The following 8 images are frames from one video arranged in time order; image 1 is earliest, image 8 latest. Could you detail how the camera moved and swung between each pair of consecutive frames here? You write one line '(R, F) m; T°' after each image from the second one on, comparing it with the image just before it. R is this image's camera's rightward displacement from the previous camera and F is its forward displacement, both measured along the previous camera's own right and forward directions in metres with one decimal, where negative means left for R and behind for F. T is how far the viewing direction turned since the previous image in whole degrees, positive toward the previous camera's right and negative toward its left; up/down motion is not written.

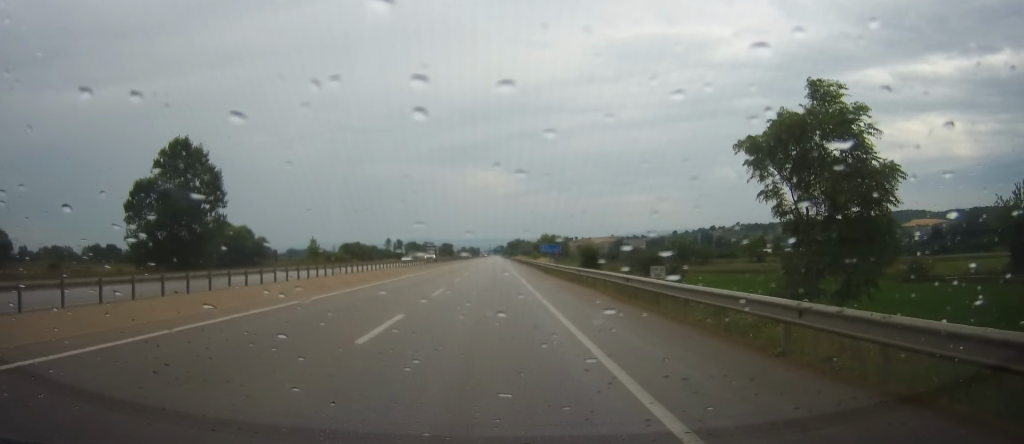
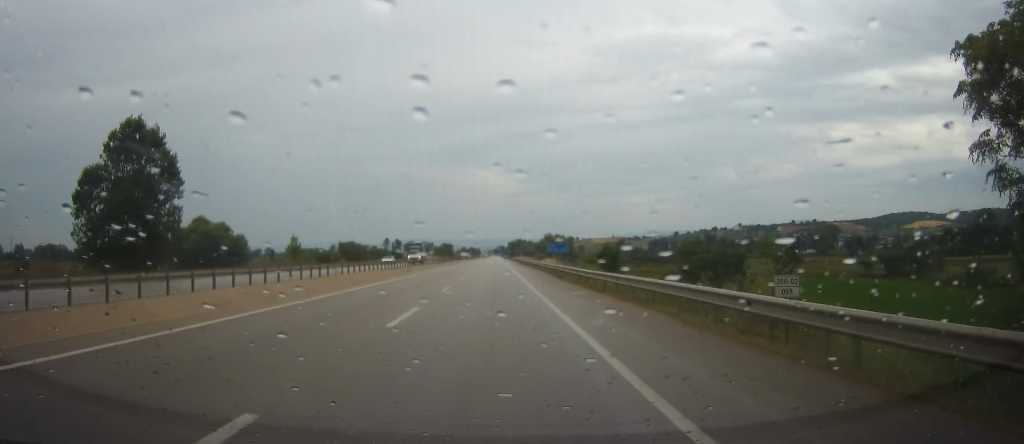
(0.0, +10.1) m; 0°
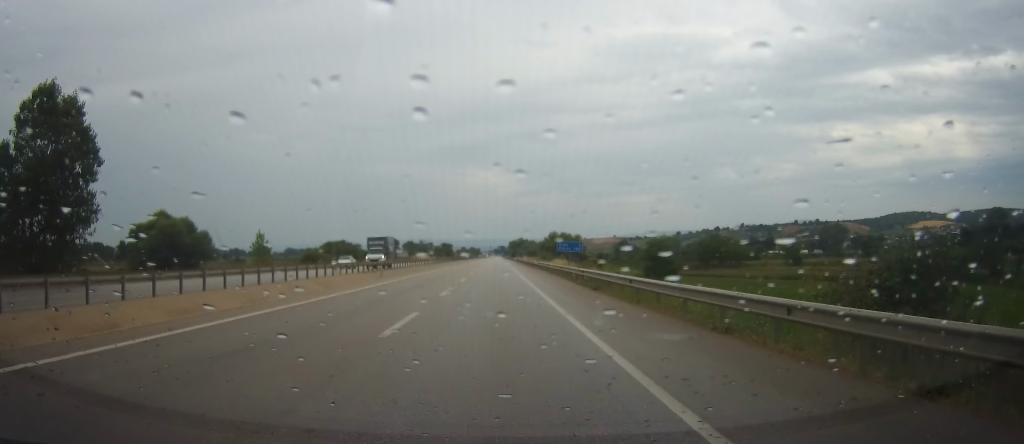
(0.0, +13.3) m; 0°
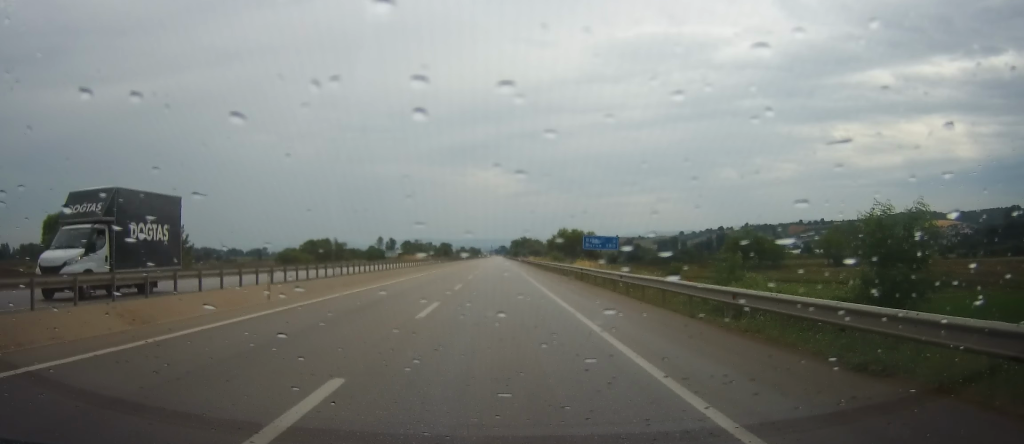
(-0.1, +21.1) m; 0°
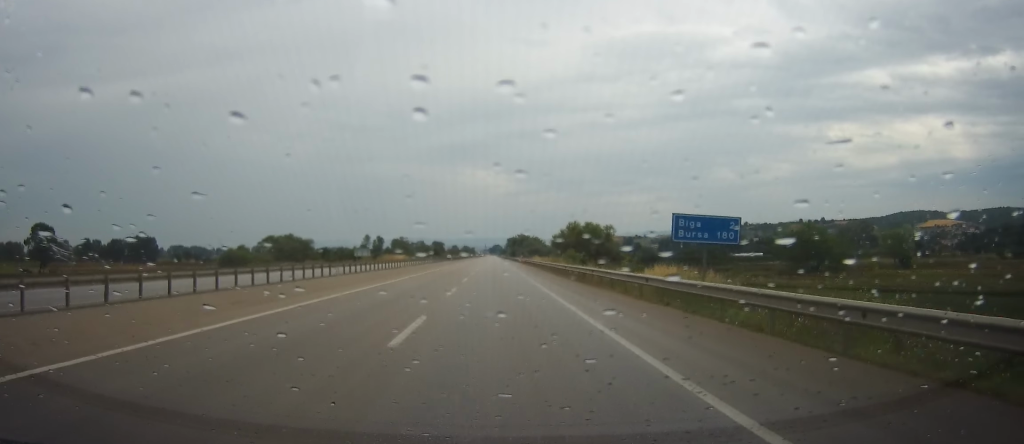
(+0.1, +28.9) m; 0°
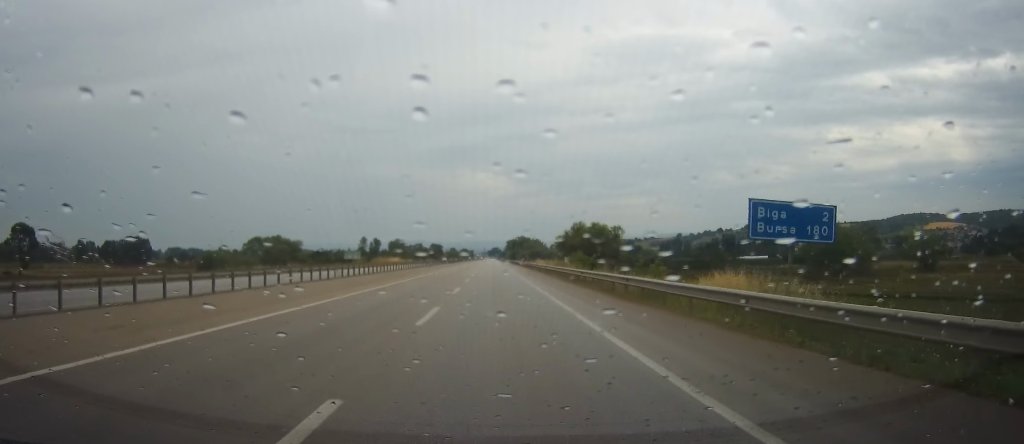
(0.0, +8.5) m; +1°
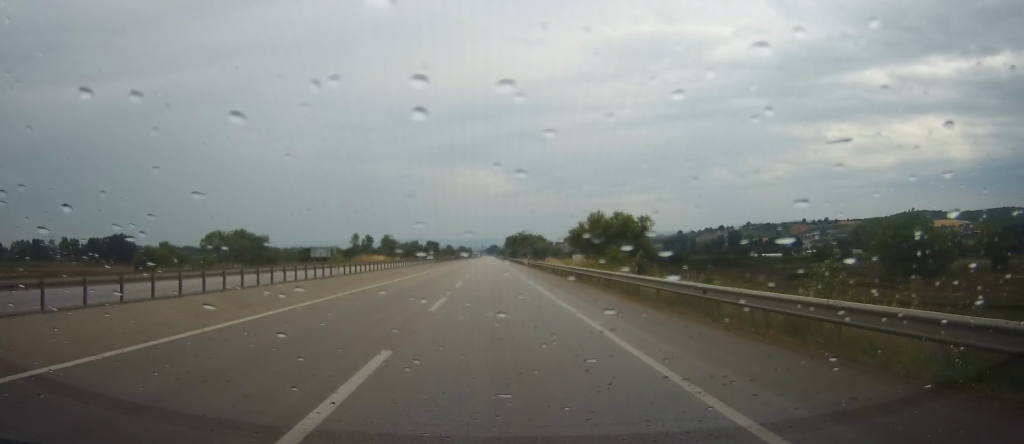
(+0.2, +21.3) m; +1°
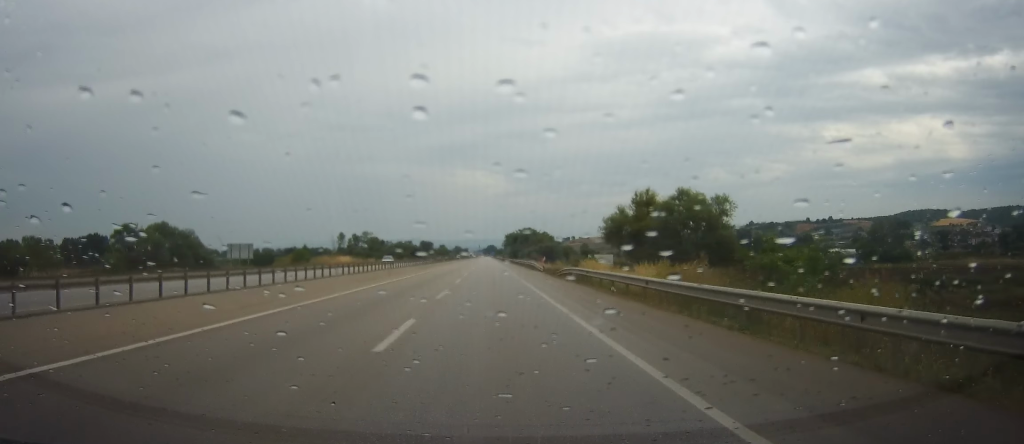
(+0.1, +30.9) m; -1°
